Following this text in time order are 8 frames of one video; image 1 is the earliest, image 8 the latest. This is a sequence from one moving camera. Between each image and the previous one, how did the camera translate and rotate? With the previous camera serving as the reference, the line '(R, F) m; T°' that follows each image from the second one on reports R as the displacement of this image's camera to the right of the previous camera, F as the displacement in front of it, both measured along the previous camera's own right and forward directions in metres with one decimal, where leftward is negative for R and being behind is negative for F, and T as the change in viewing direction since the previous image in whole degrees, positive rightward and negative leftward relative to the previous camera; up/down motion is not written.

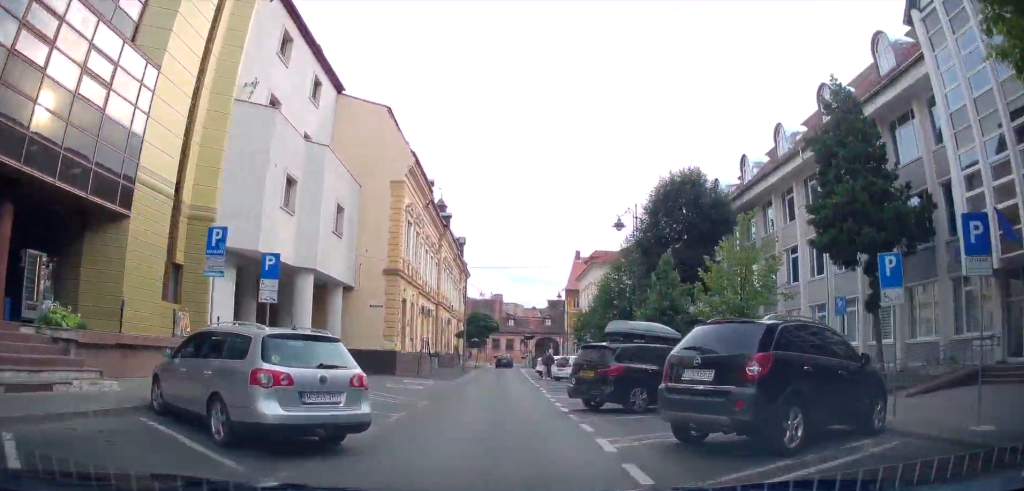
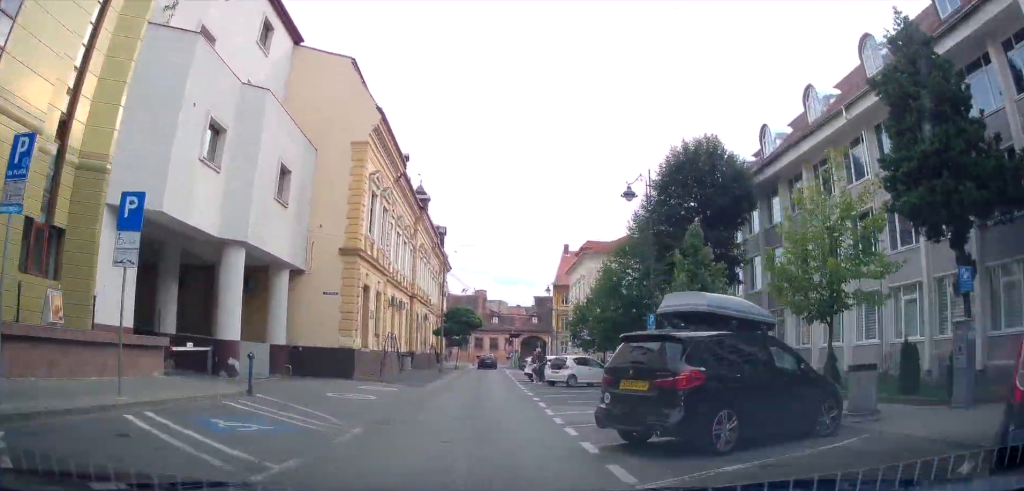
(-0.7, +8.4) m; -1°
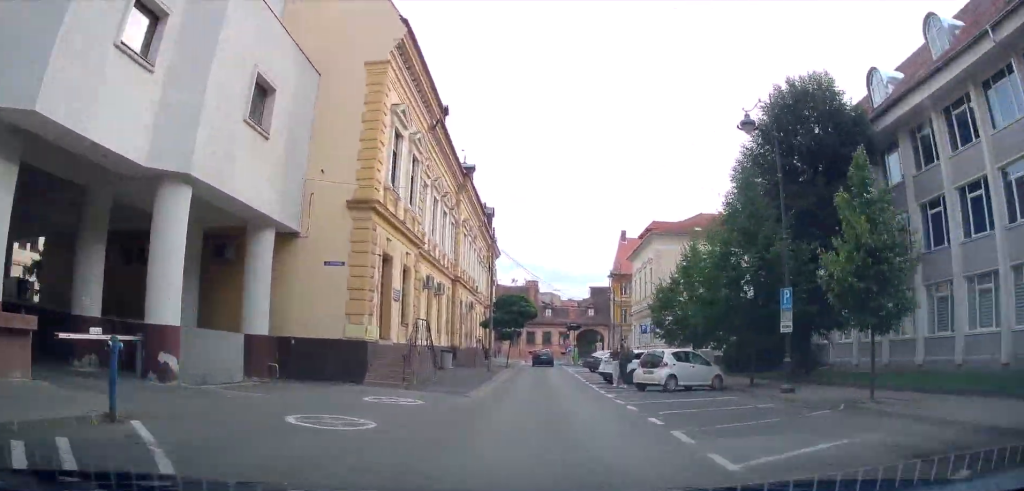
(+0.2, +8.5) m; +1°
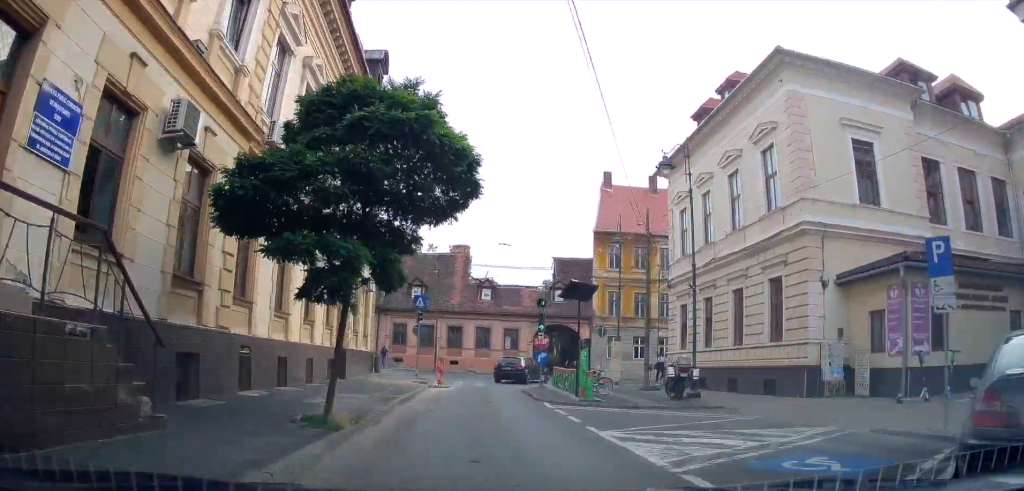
(+0.5, +31.2) m; +4°
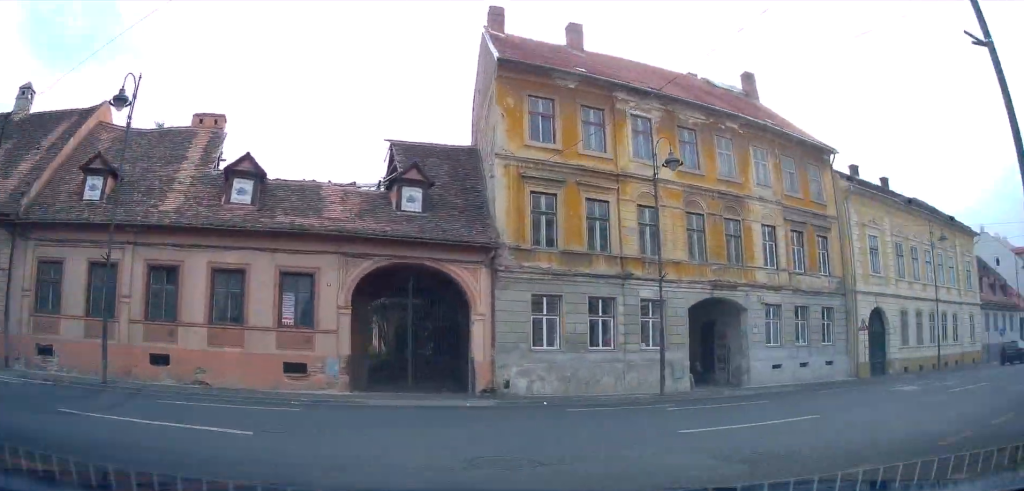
(+4.0, +26.2) m; +34°
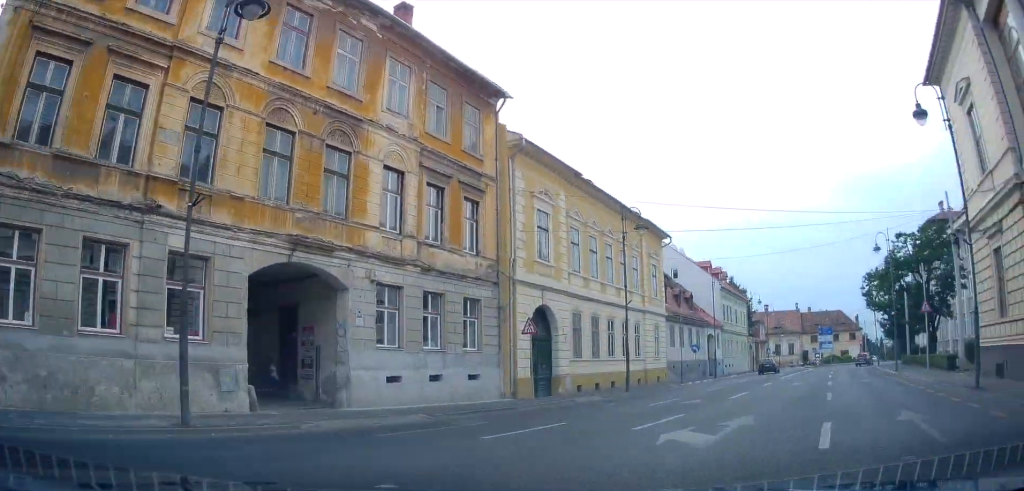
(-0.5, +11.4) m; +25°
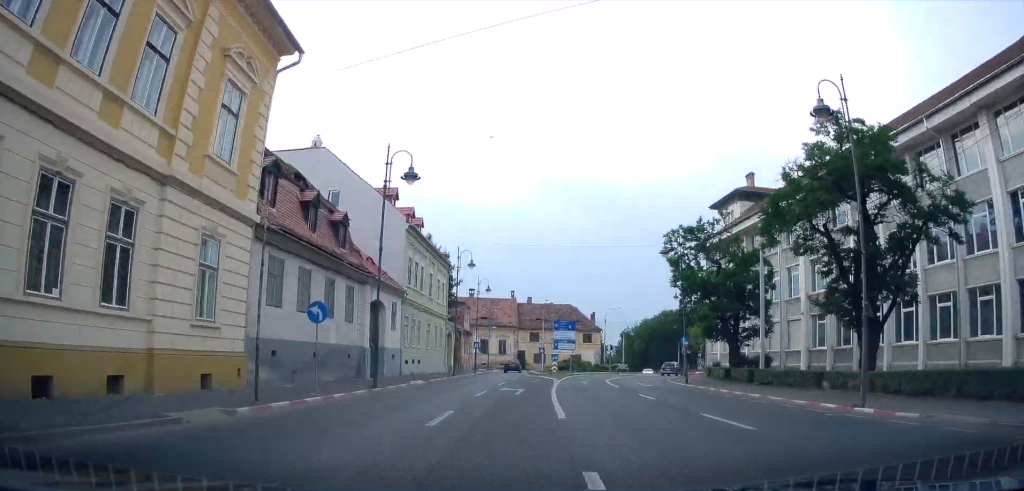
(+10.3, +22.0) m; +30°
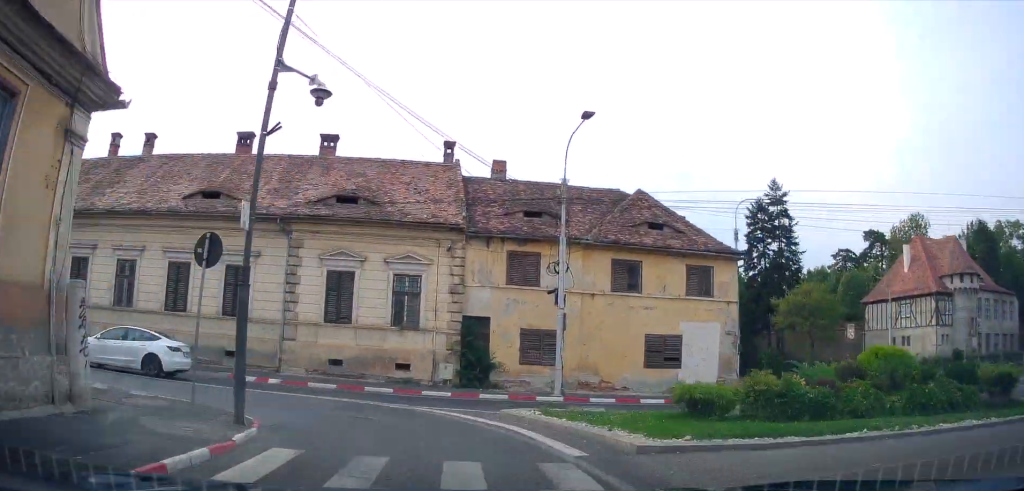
(+4.1, +50.7) m; -3°
